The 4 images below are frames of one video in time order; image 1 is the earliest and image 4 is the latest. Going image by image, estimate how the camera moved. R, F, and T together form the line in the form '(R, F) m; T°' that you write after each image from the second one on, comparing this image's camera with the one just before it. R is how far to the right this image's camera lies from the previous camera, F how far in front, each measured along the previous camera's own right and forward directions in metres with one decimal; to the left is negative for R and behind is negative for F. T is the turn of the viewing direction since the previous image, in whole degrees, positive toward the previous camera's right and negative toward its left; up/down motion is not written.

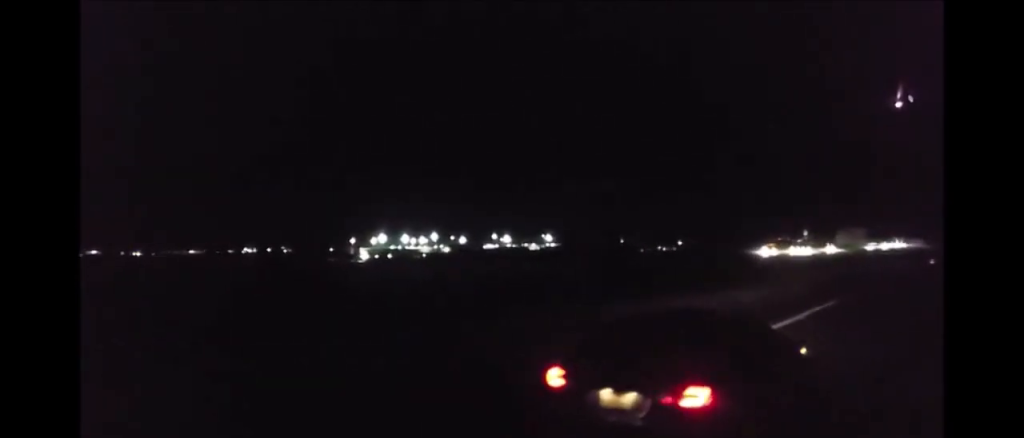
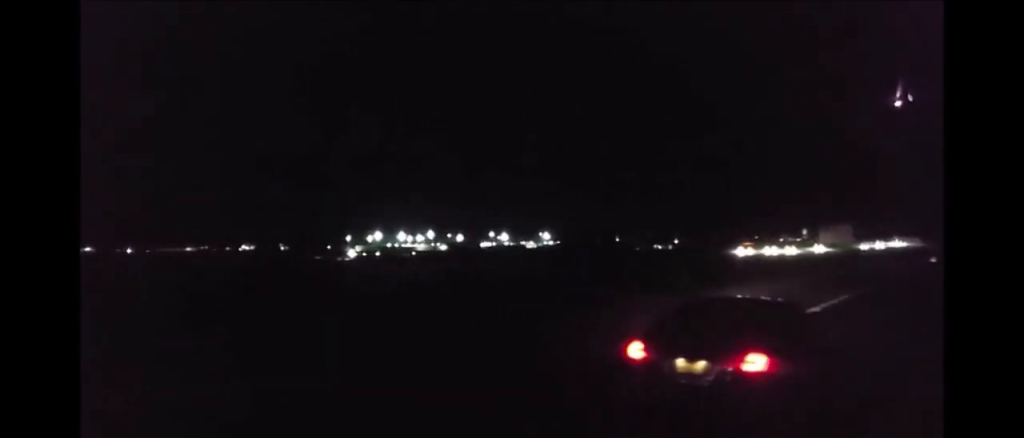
(+0.2, +13.0) m; 0°
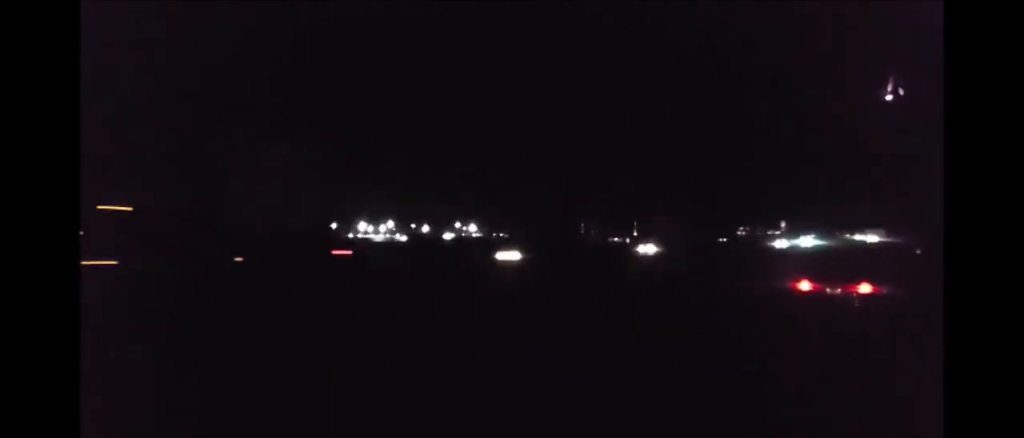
(+0.2, +73.7) m; +1°
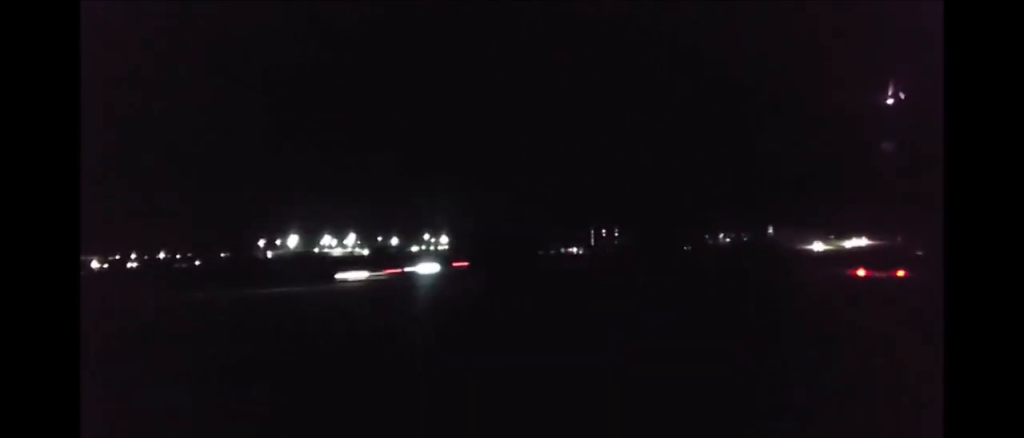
(-1.7, +78.3) m; -1°
